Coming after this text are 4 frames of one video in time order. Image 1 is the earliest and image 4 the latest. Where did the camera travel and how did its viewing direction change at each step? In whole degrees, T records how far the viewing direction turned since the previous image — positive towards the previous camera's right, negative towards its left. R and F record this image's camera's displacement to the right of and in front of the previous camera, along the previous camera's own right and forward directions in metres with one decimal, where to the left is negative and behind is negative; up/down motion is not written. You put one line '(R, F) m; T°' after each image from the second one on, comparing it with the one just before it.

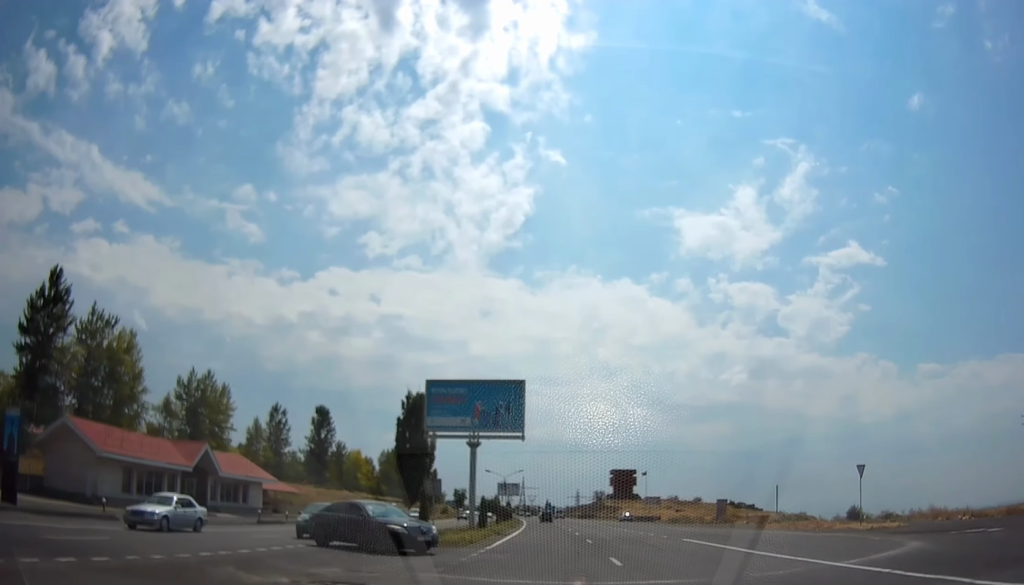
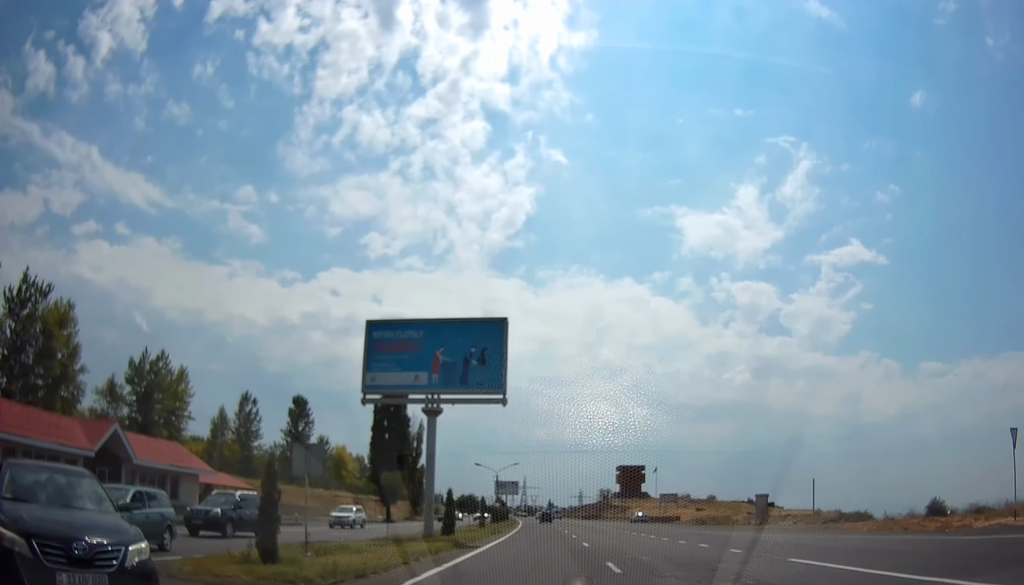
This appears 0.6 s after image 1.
(0.0, +14.2) m; 0°
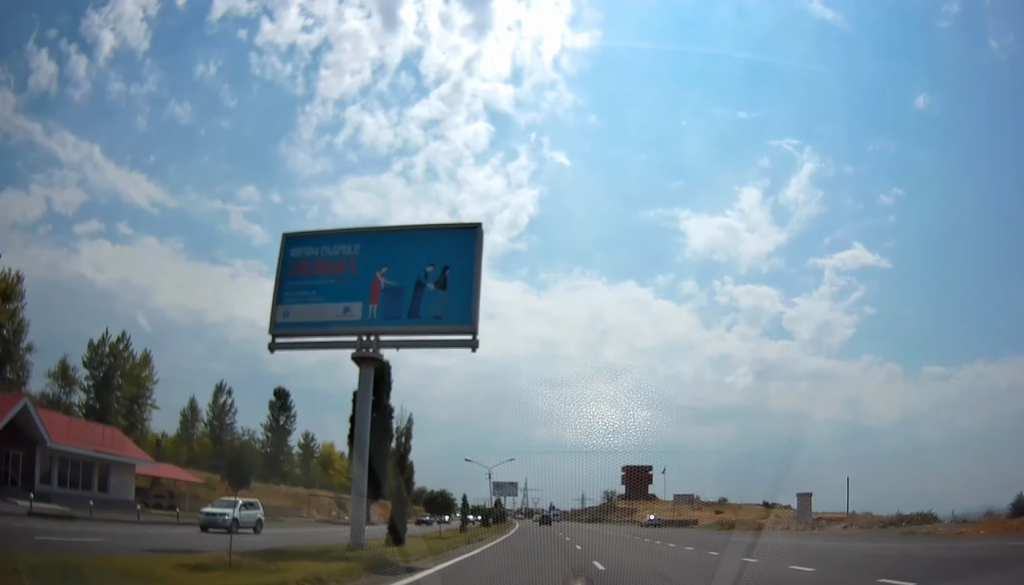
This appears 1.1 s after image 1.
(0.0, +10.3) m; 0°
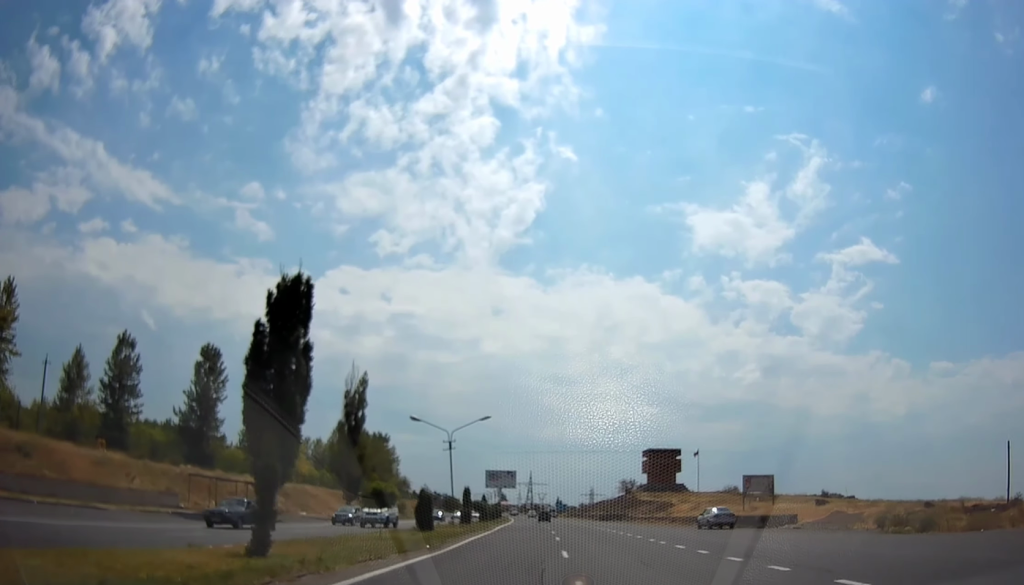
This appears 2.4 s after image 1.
(-0.3, +29.4) m; -1°
